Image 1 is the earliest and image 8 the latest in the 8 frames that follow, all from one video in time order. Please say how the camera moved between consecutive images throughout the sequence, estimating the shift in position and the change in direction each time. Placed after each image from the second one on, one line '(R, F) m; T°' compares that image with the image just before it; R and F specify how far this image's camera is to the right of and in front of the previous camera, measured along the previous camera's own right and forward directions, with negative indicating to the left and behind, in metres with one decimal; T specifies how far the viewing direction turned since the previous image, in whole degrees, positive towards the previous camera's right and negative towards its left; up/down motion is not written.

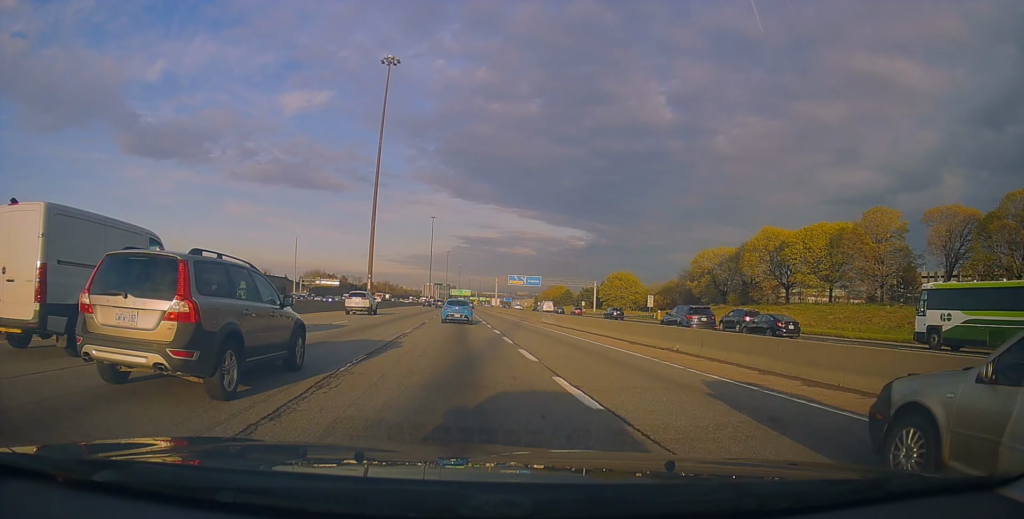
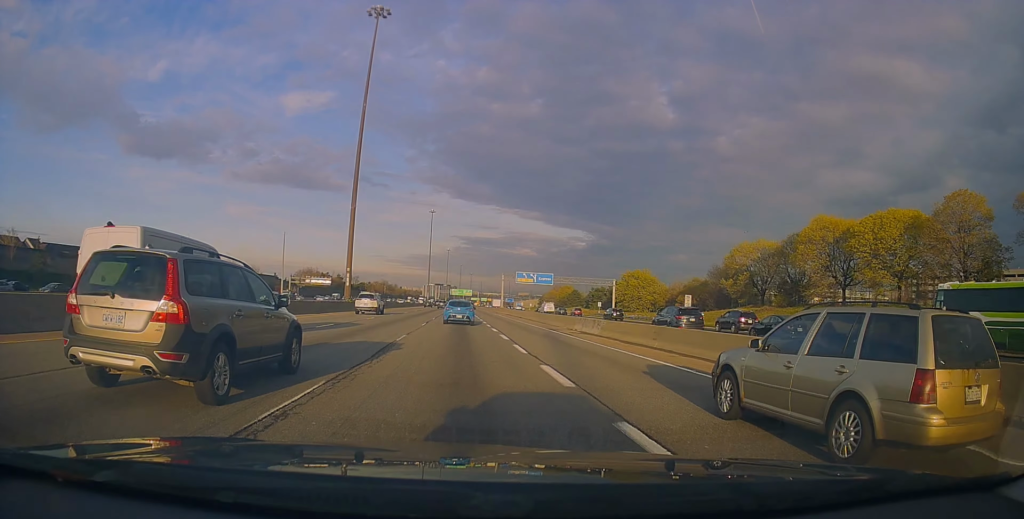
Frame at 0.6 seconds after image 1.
(-0.1, +15.4) m; 0°
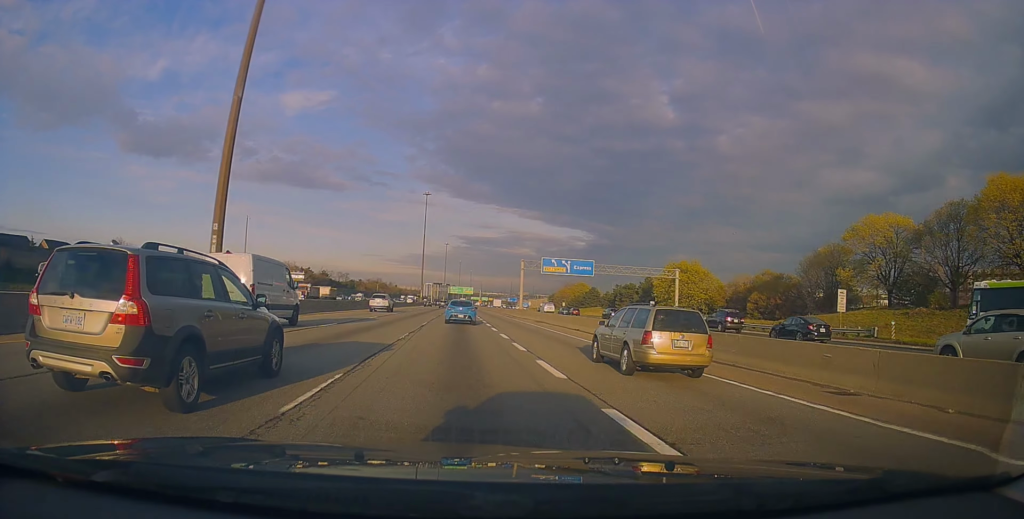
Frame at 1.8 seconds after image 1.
(+0.5, +34.5) m; 0°
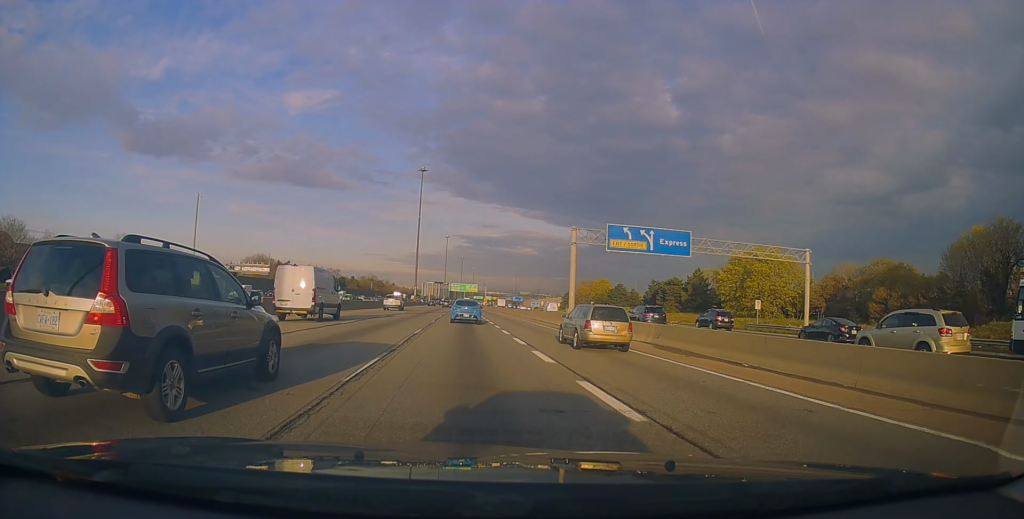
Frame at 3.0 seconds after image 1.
(-0.5, +32.9) m; -1°
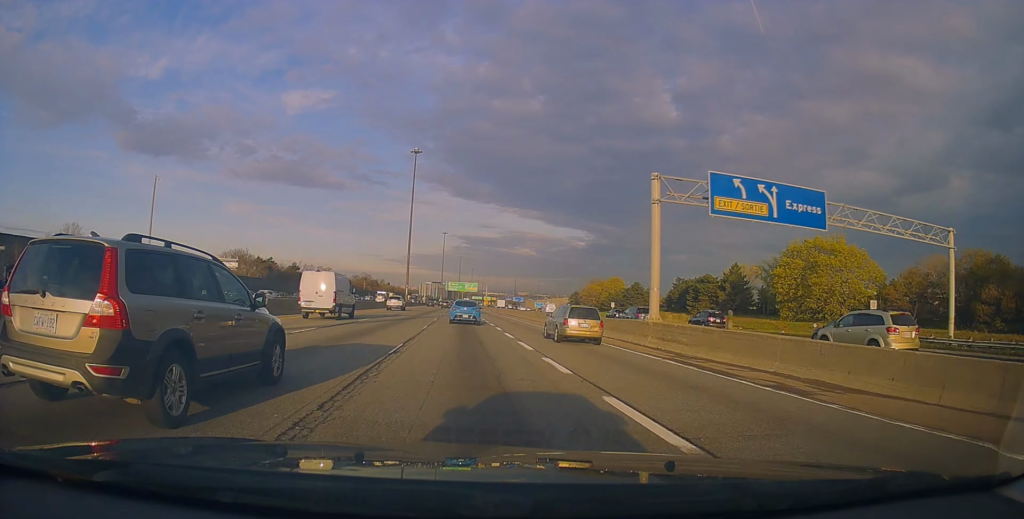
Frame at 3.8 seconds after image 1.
(+0.1, +19.8) m; 0°
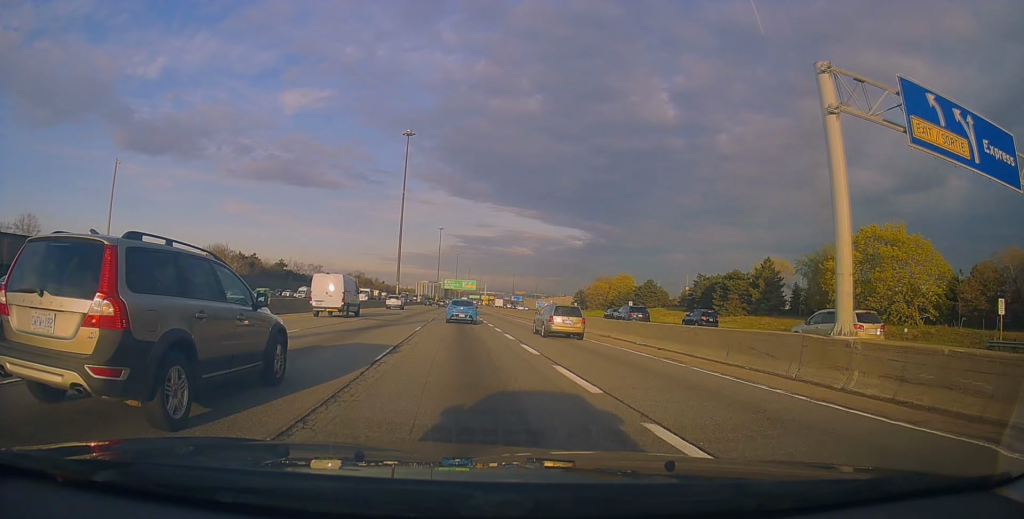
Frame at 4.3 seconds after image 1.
(-0.1, +13.8) m; 0°
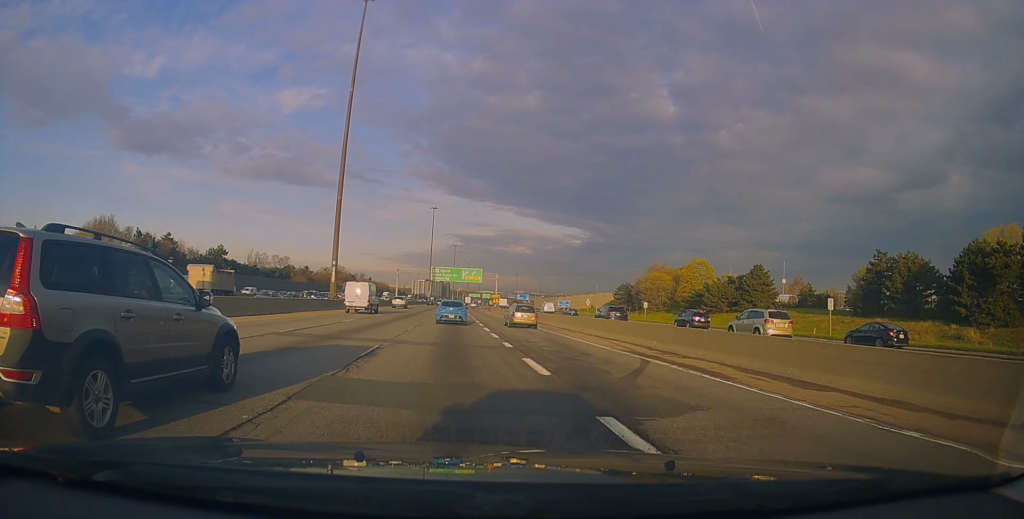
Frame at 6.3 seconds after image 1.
(0.0, +57.4) m; 0°
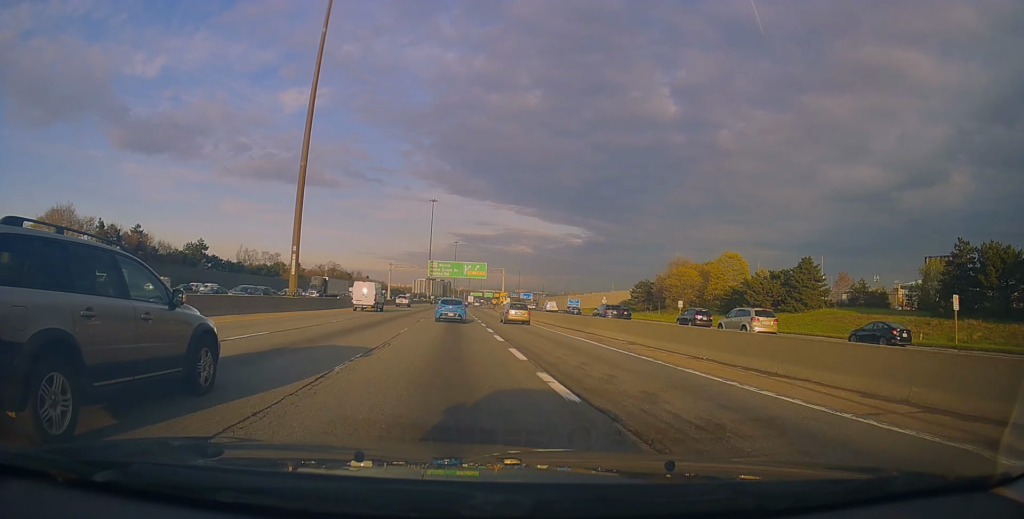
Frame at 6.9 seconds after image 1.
(0.0, +15.1) m; 0°
